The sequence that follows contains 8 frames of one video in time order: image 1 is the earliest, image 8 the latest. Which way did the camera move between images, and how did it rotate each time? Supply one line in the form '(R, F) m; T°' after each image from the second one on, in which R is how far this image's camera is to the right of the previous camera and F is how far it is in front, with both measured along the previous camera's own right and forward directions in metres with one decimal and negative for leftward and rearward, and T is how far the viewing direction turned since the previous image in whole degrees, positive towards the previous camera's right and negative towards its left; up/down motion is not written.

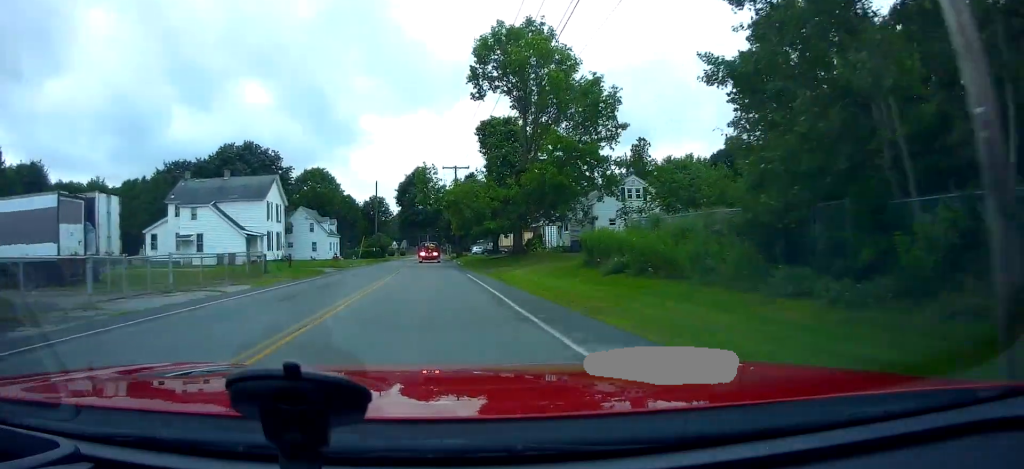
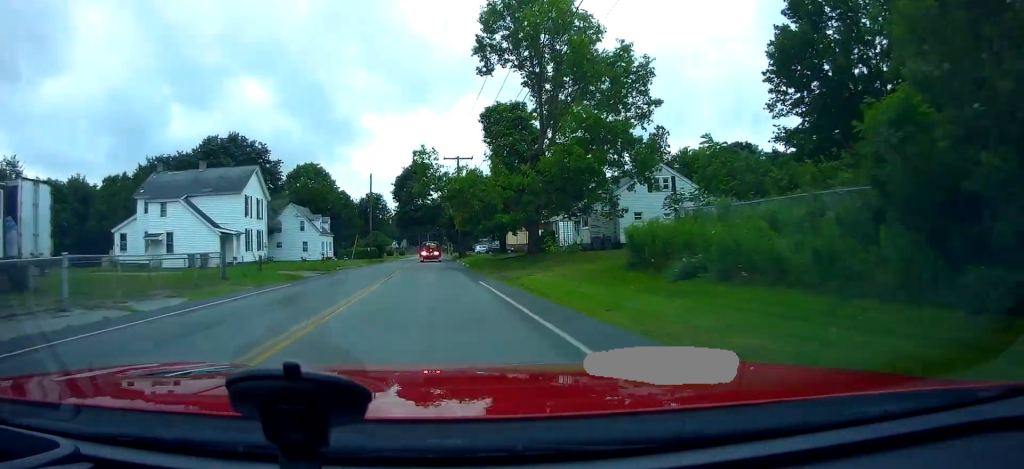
(-0.1, +5.1) m; 0°
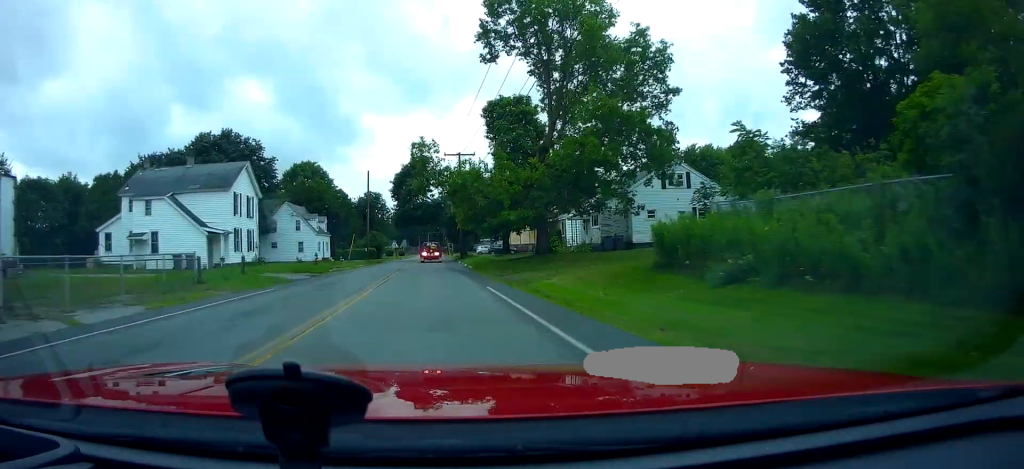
(+0.1, +13.8) m; 0°
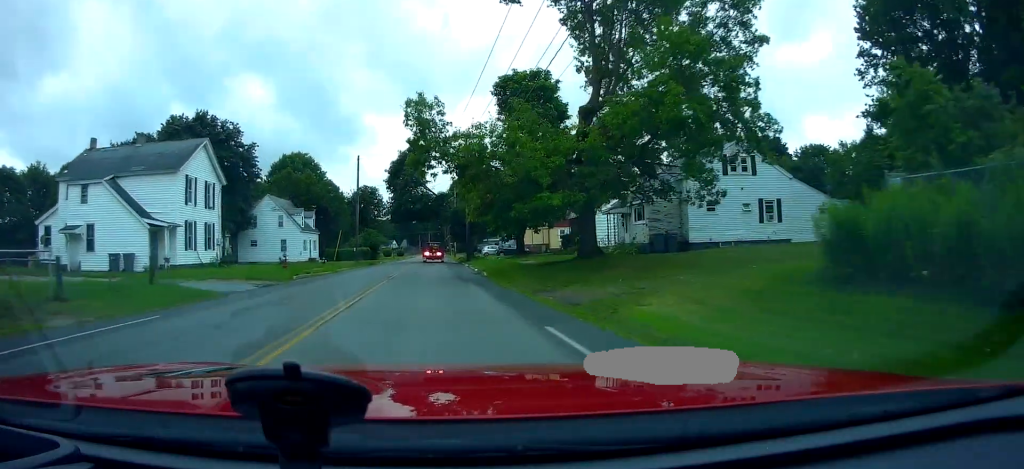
(+0.1, +8.1) m; -1°
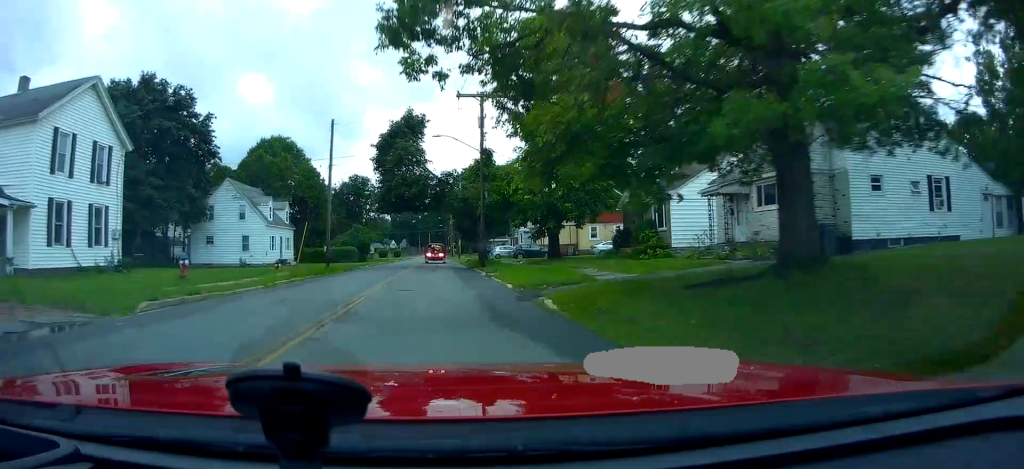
(-0.4, +12.6) m; 0°
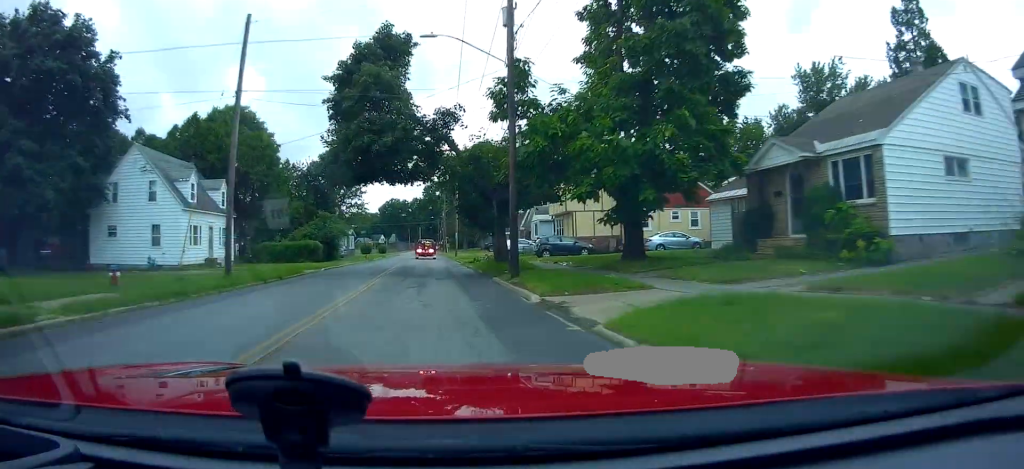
(+0.5, +15.3) m; +2°
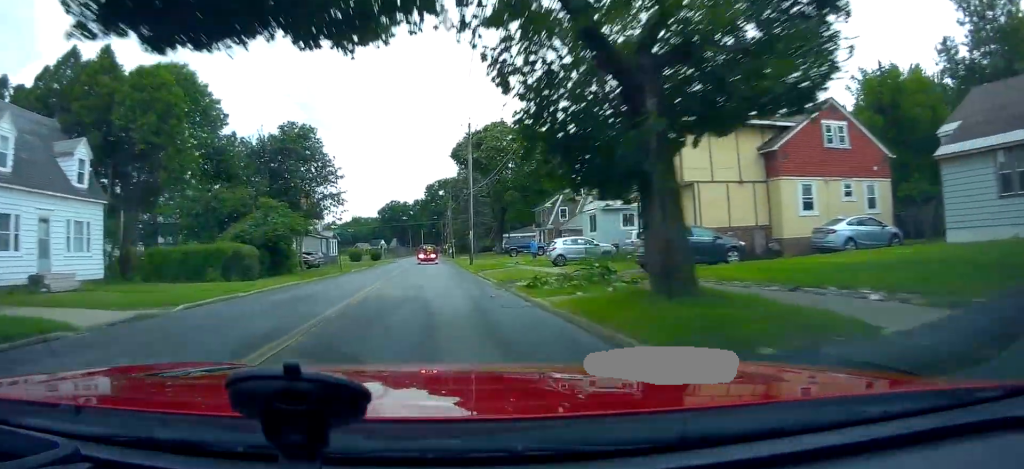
(-0.1, +18.6) m; 0°
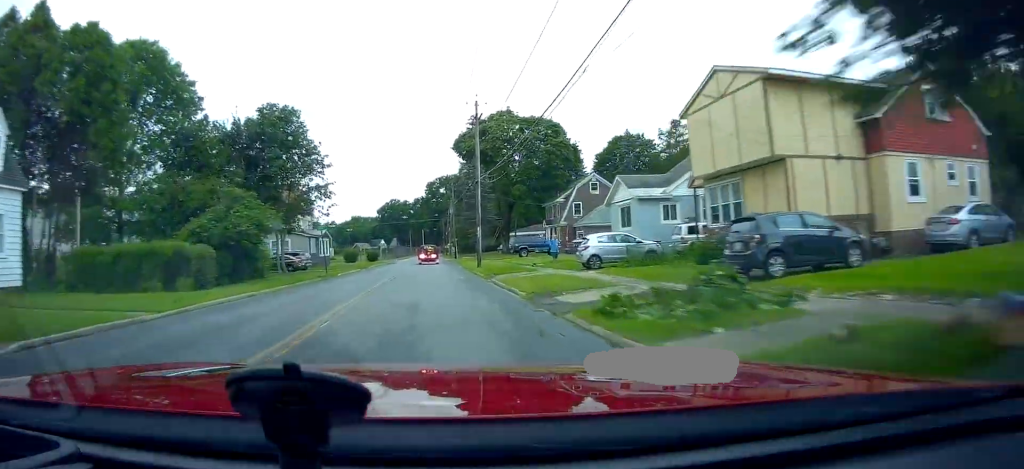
(0.0, +6.3) m; -1°
